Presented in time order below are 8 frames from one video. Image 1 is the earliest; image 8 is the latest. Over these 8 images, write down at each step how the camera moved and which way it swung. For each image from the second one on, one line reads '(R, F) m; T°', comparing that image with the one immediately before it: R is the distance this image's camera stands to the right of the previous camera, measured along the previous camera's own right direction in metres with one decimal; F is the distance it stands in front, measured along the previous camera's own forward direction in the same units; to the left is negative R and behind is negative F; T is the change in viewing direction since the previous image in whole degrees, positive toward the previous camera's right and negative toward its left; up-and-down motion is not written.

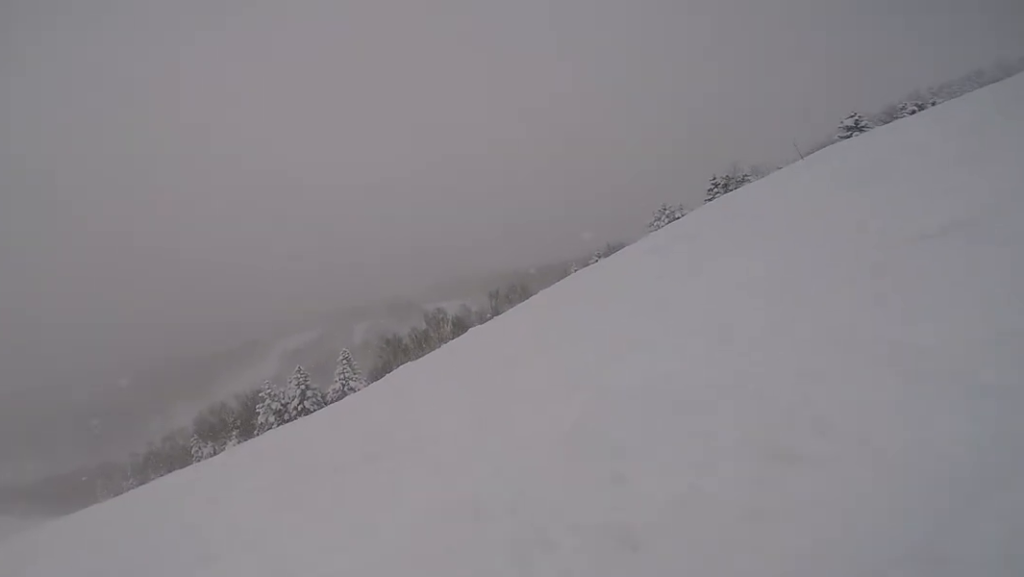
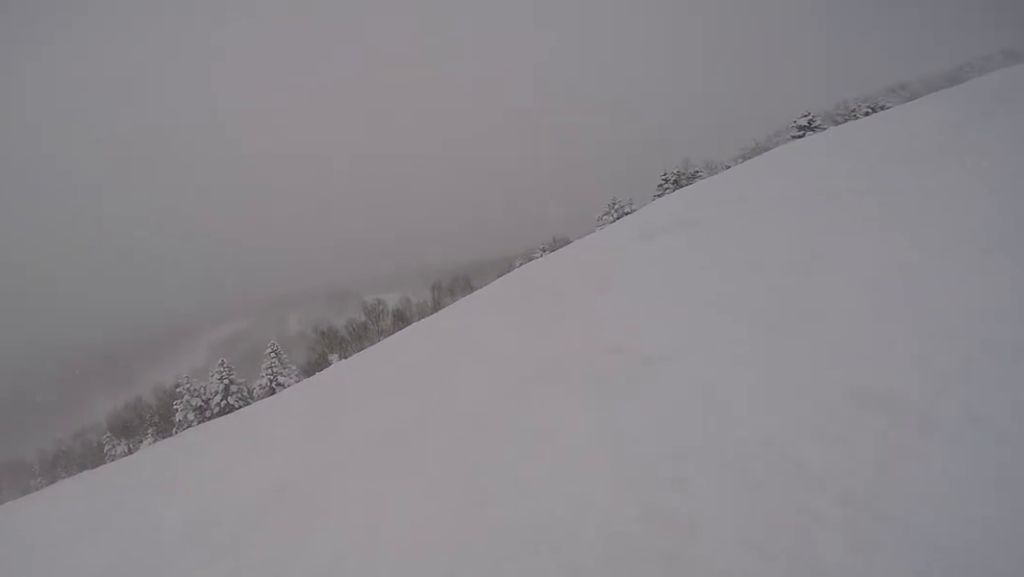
(+0.3, +2.2) m; -2°
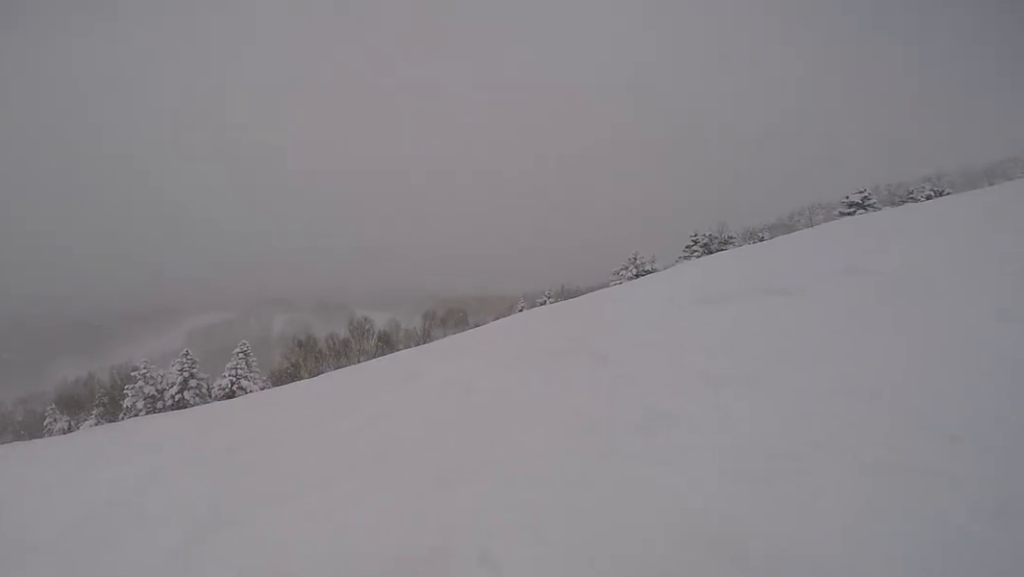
(-0.3, +2.0) m; -2°
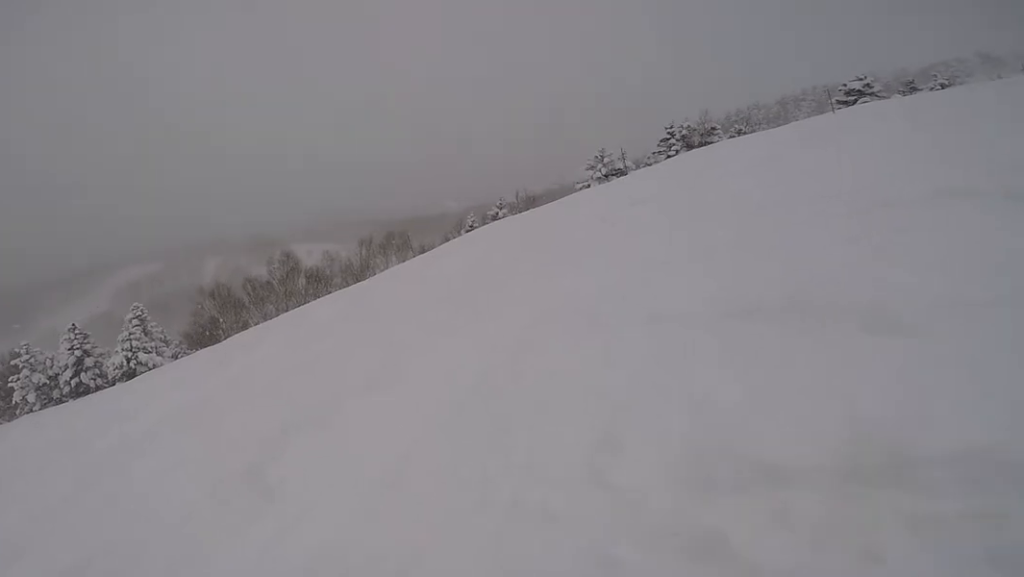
(+0.2, +5.1) m; 0°
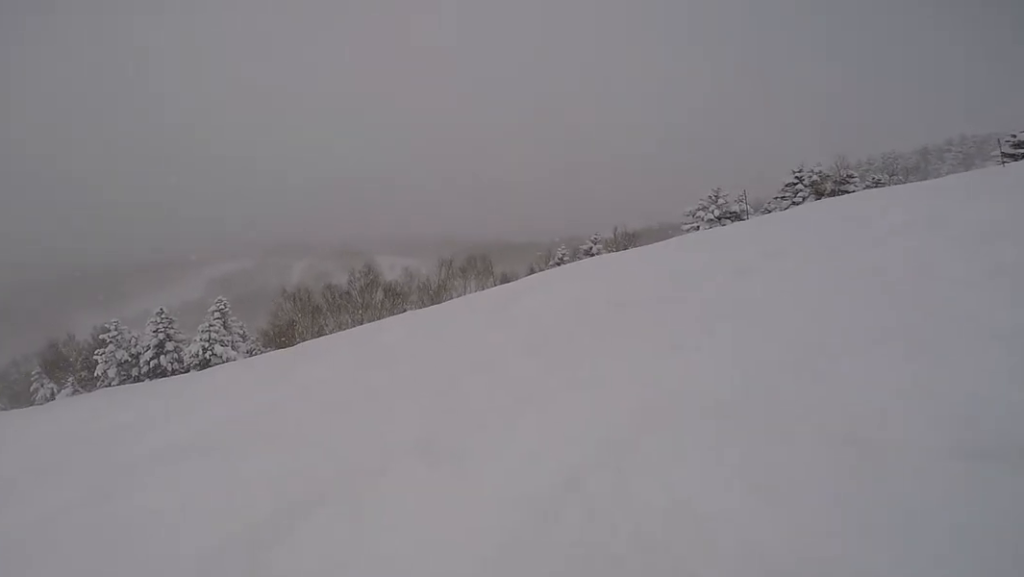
(-0.1, +1.3) m; -8°
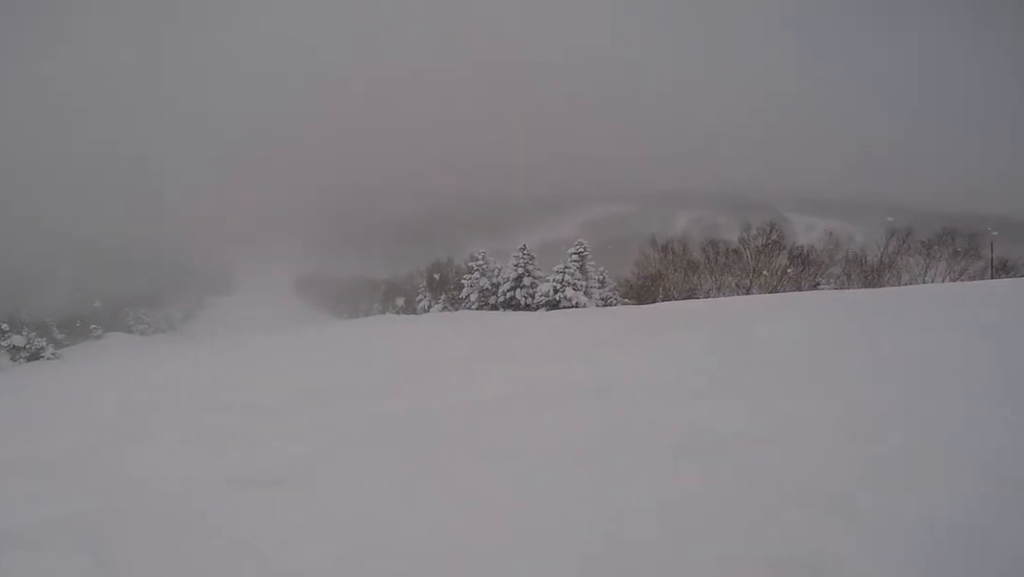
(-0.9, +4.0) m; -41°
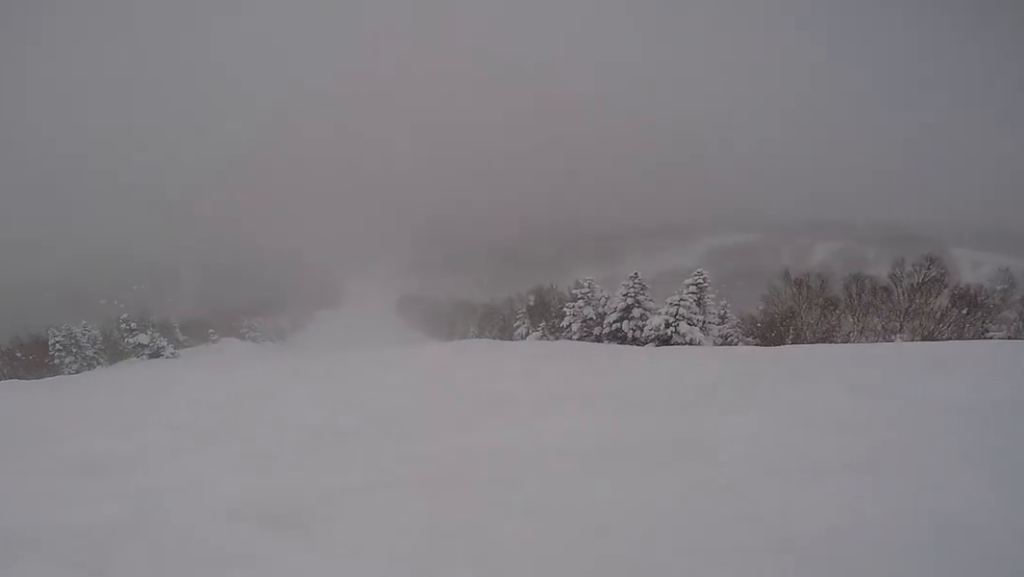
(-0.3, +1.1) m; -26°
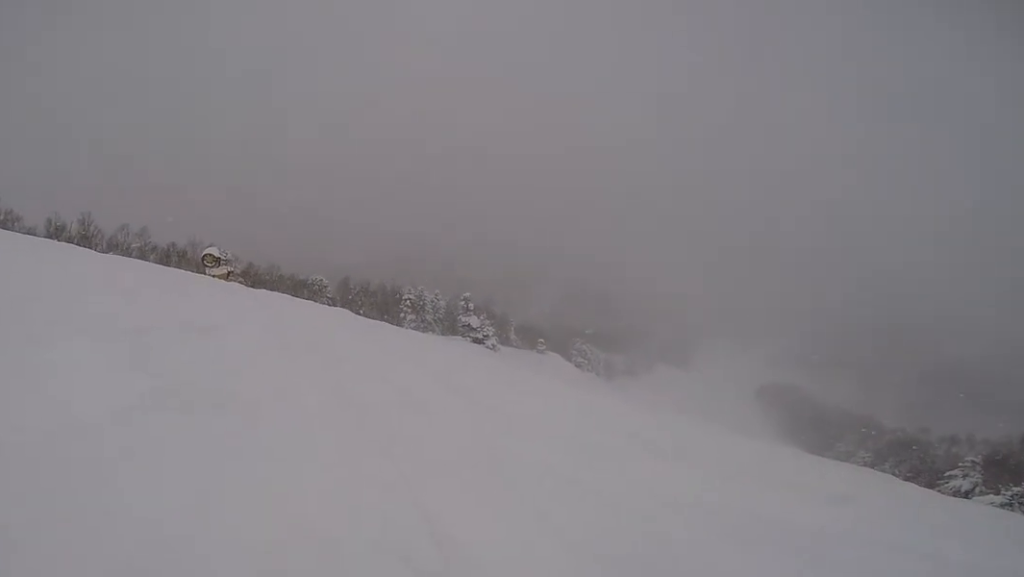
(-3.9, +6.0) m; -53°
